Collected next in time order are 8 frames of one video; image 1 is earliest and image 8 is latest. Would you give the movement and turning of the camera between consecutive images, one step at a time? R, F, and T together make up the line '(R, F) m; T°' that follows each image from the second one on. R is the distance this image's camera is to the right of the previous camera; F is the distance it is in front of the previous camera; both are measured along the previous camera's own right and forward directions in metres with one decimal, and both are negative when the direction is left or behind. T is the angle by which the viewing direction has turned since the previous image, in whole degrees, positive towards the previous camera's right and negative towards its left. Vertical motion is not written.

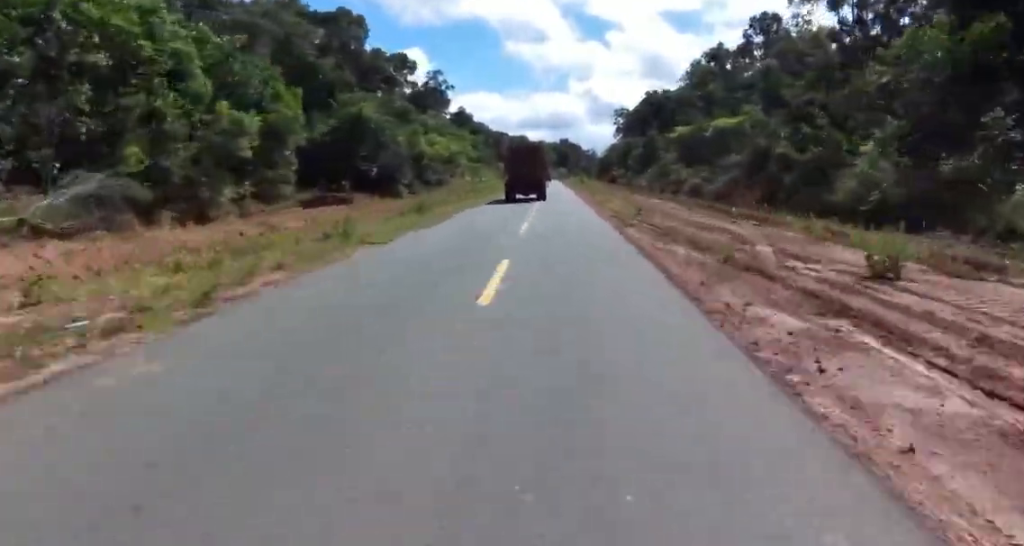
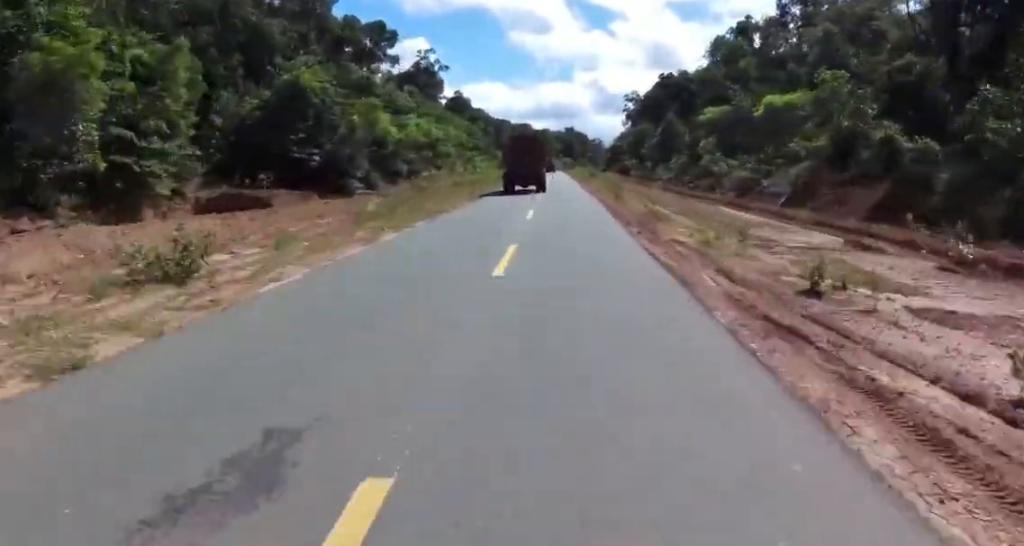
(-0.1, +15.7) m; -2°
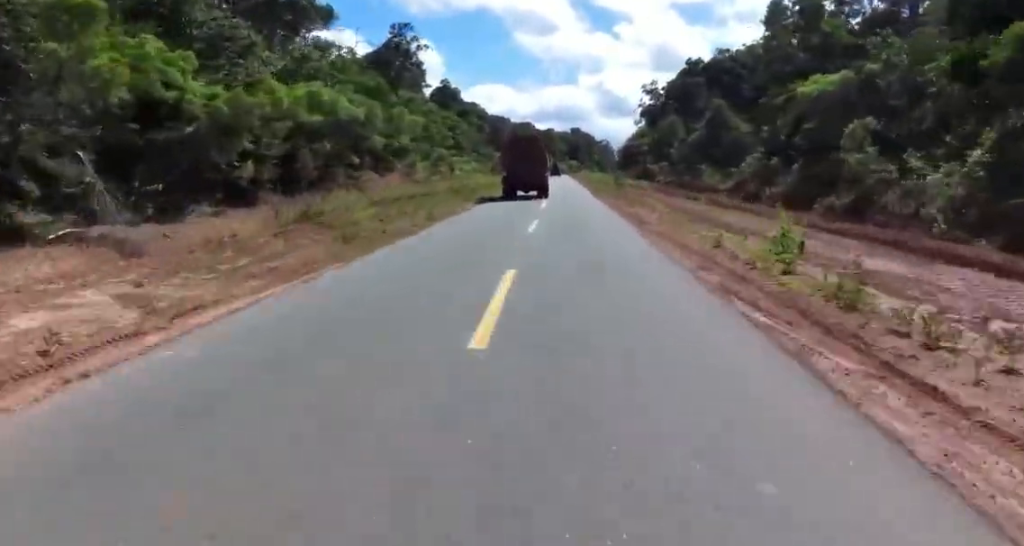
(-1.0, +29.4) m; -1°
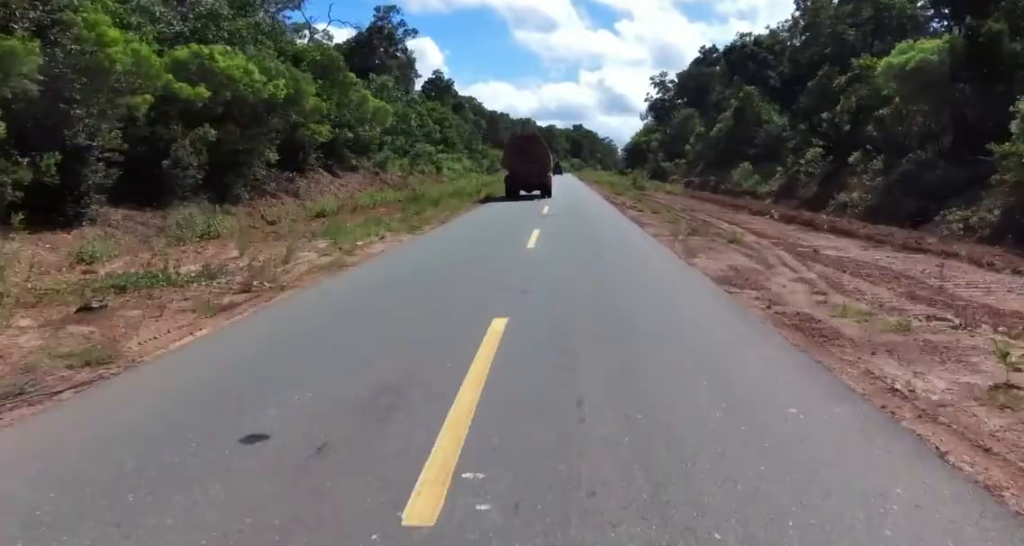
(+0.2, +12.1) m; +1°
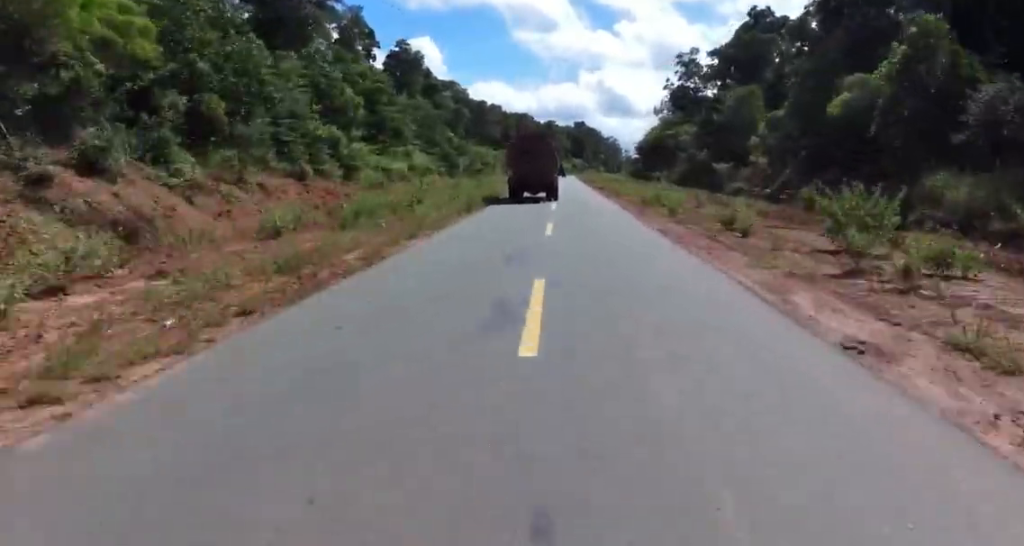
(+0.6, +32.9) m; +1°
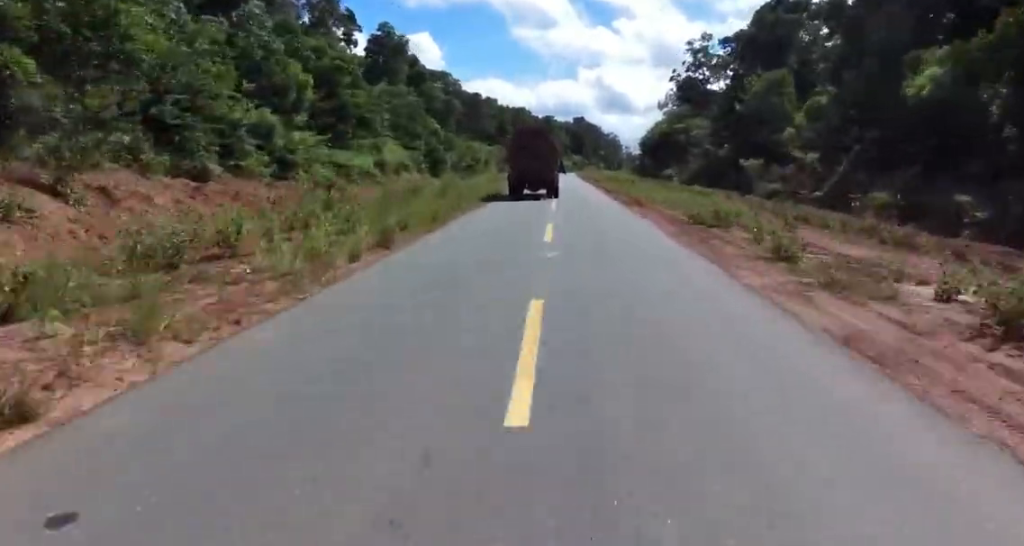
(+0.4, +9.3) m; -1°
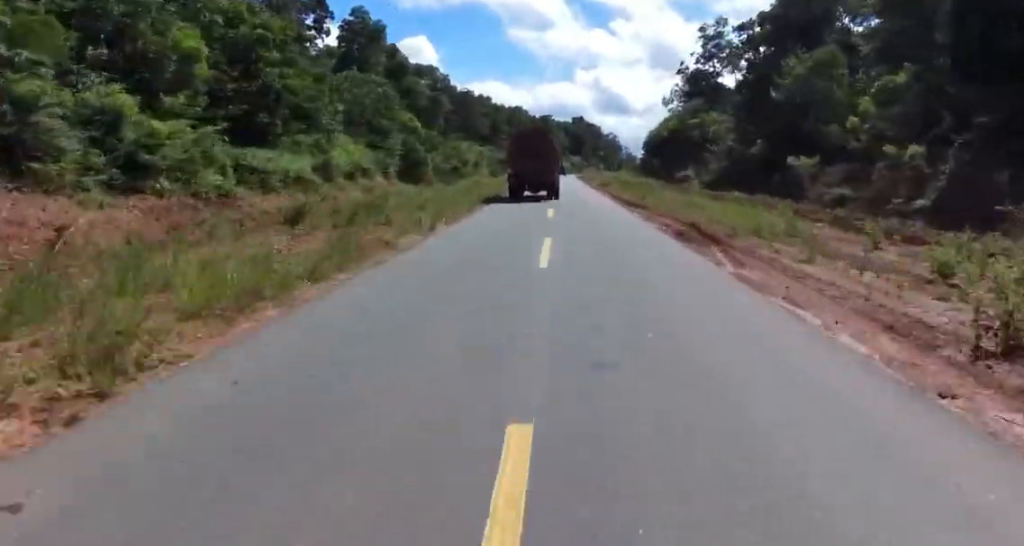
(-0.2, +12.2) m; 0°
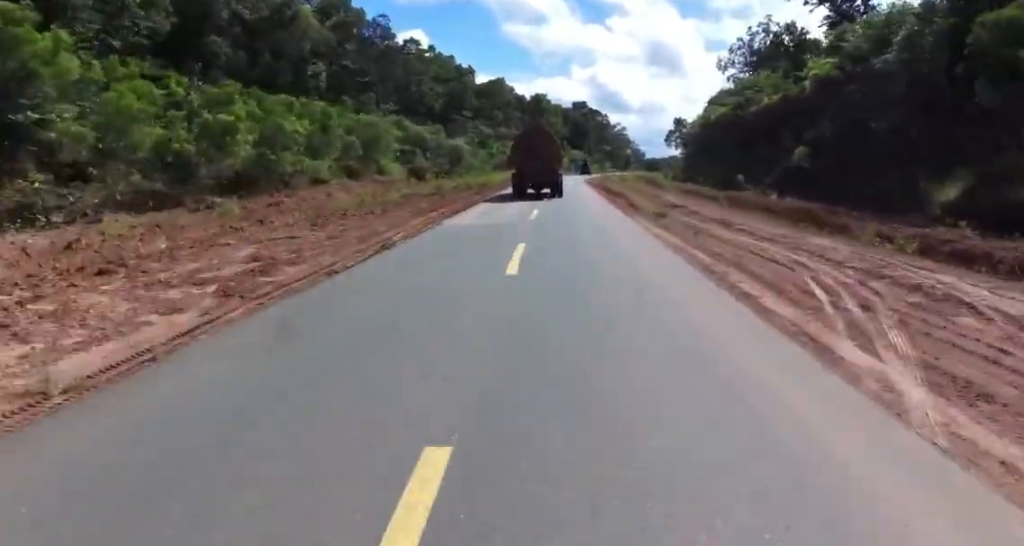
(+1.8, +60.0) m; 0°
